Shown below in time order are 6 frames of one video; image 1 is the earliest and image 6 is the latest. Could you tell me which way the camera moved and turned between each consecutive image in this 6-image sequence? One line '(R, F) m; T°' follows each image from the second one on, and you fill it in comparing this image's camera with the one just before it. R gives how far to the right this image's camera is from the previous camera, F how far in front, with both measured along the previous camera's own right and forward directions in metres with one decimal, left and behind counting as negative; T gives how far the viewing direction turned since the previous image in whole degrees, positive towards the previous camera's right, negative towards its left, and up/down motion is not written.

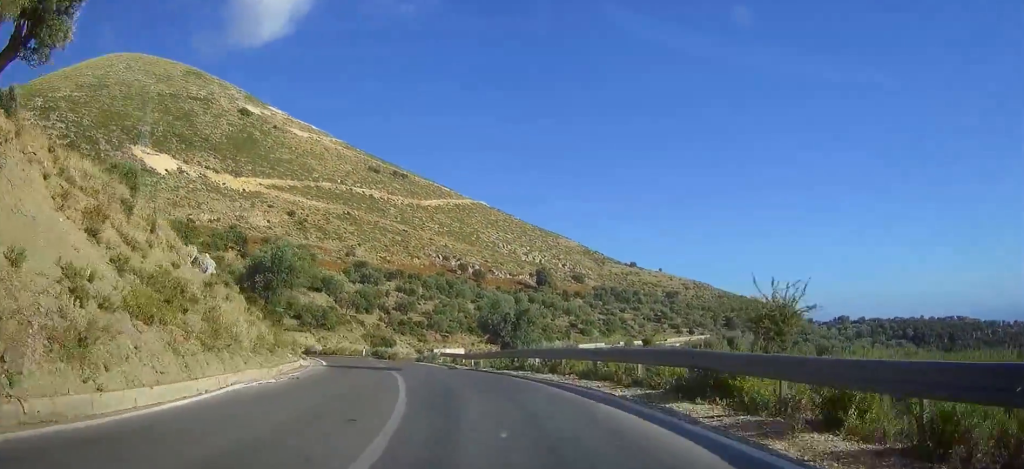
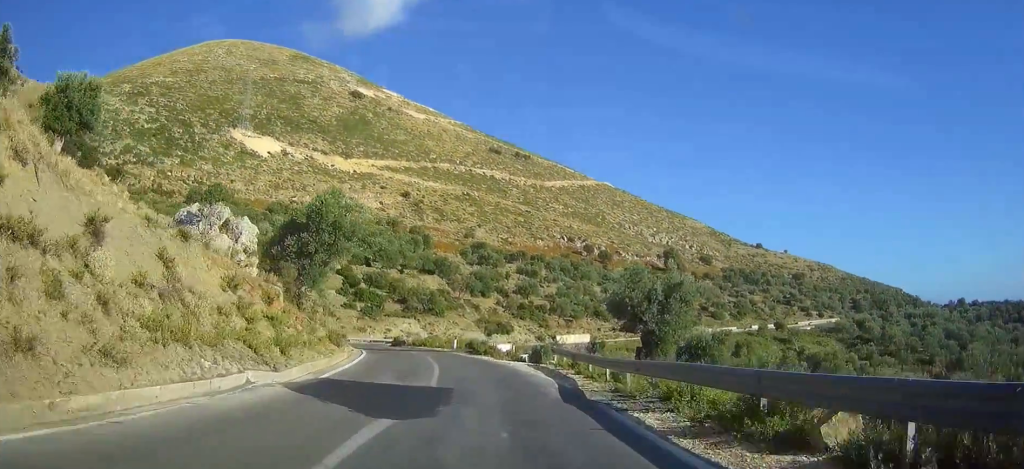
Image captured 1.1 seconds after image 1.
(-0.7, +18.1) m; -6°
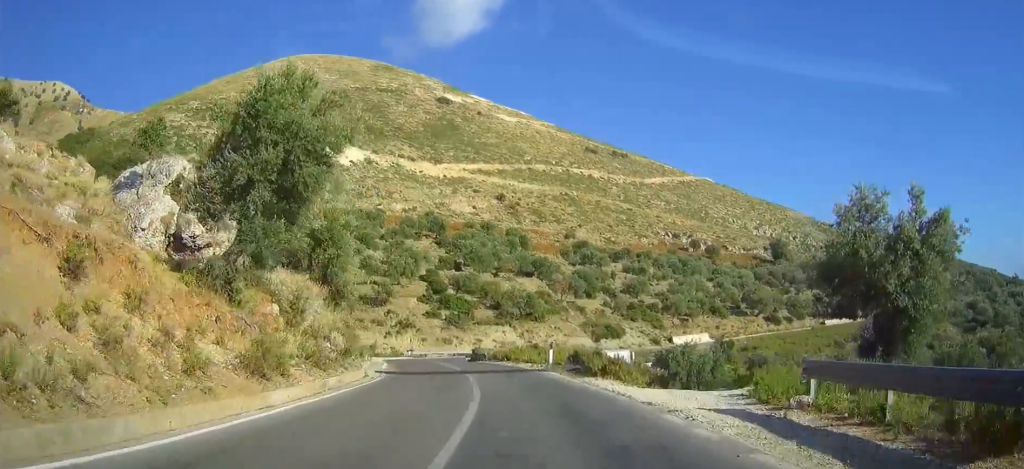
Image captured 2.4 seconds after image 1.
(-1.7, +20.6) m; -9°
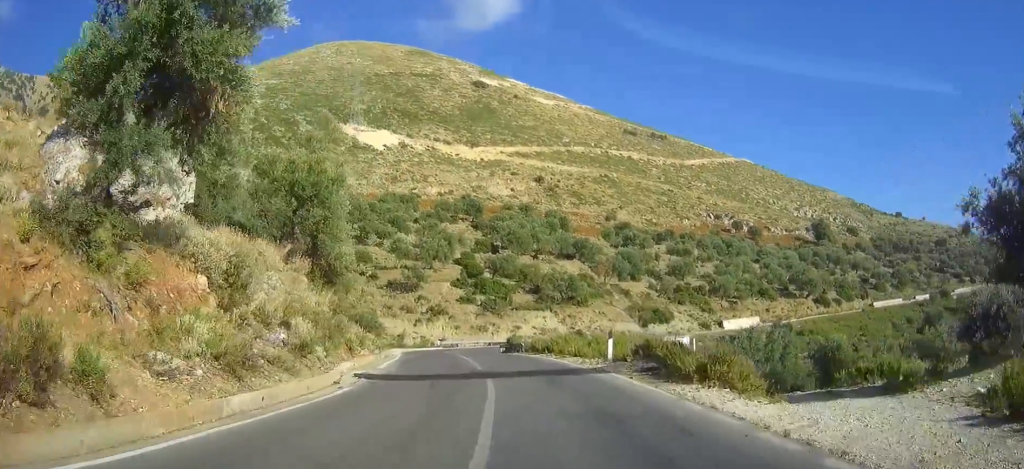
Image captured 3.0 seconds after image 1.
(-0.2, +8.8) m; -4°
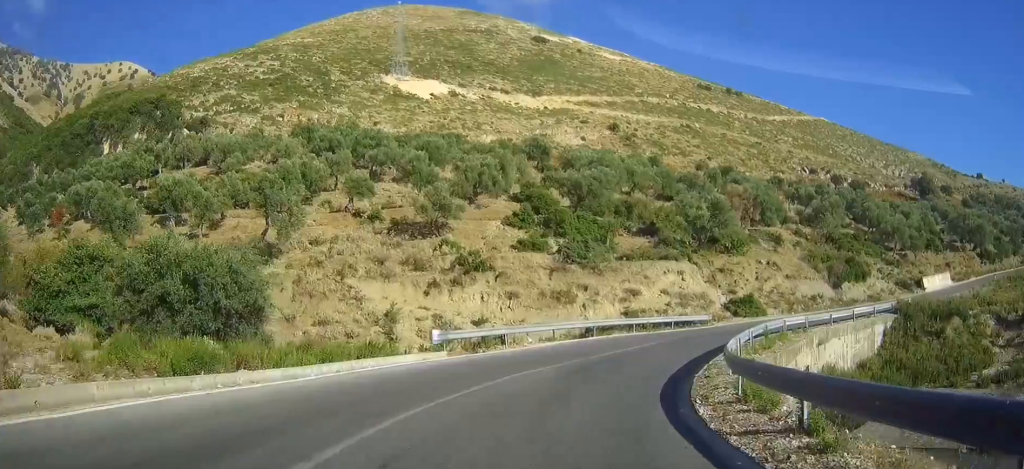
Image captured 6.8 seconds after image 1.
(-3.2, +53.5) m; +2°
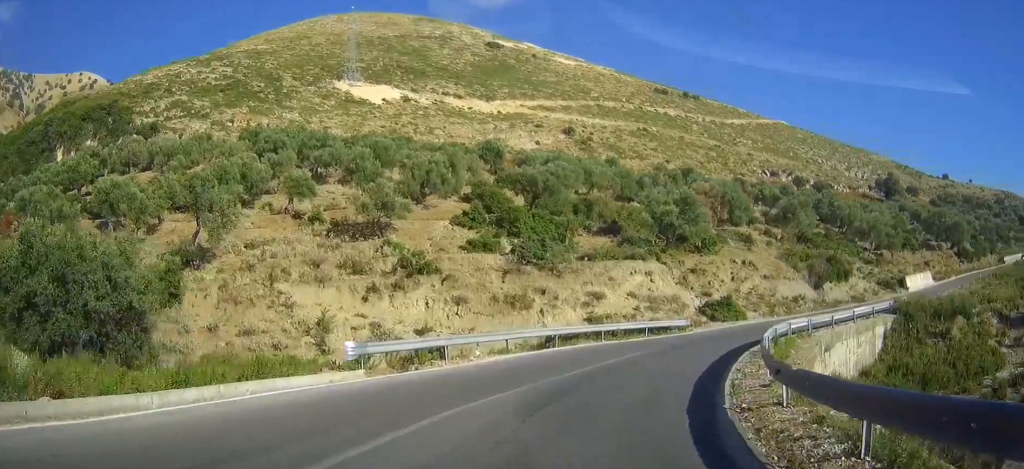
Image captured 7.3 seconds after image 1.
(0.0, +5.7) m; 0°
